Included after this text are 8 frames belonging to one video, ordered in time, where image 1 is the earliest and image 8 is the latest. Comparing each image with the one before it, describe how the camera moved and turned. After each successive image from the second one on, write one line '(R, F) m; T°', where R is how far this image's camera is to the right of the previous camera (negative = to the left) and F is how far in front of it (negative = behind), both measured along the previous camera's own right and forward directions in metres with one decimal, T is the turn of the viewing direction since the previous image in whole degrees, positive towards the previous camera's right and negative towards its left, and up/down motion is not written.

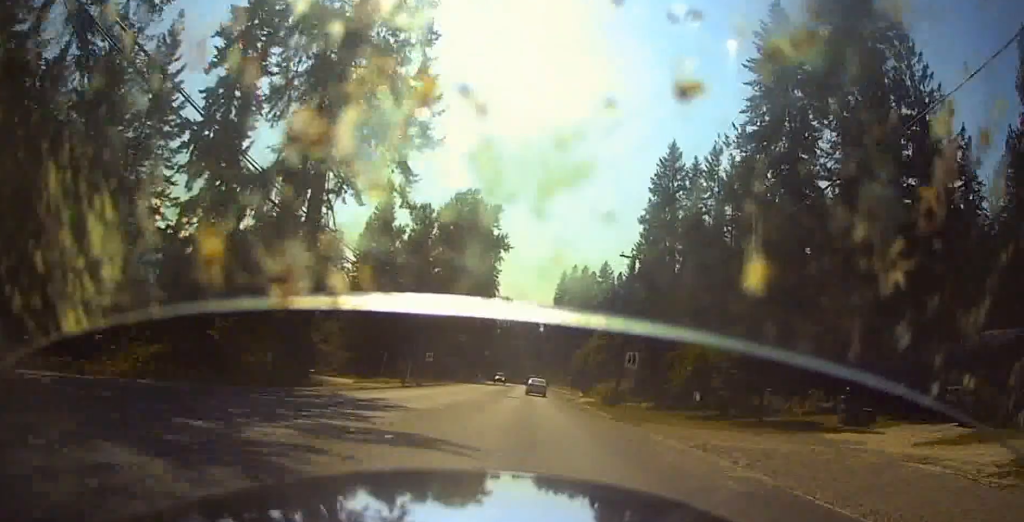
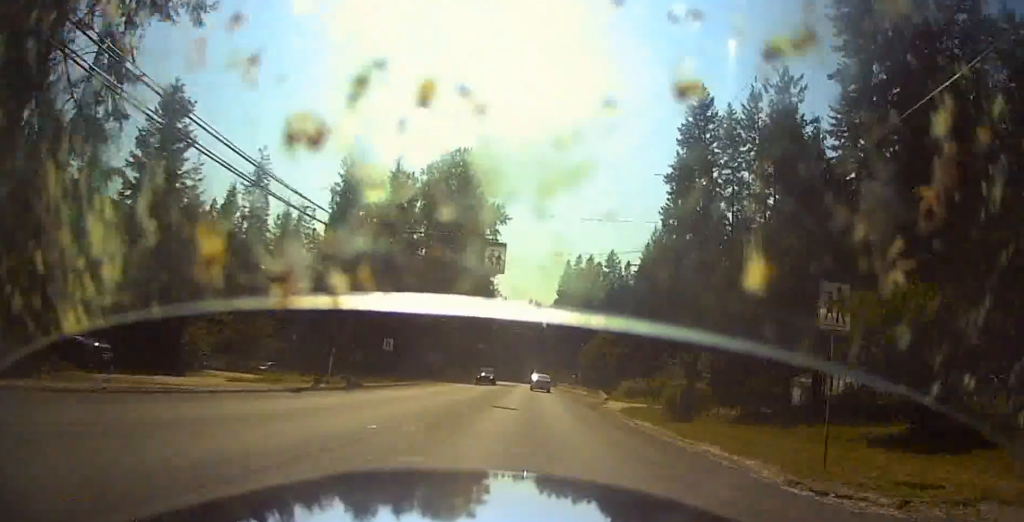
(0.0, +18.1) m; 0°
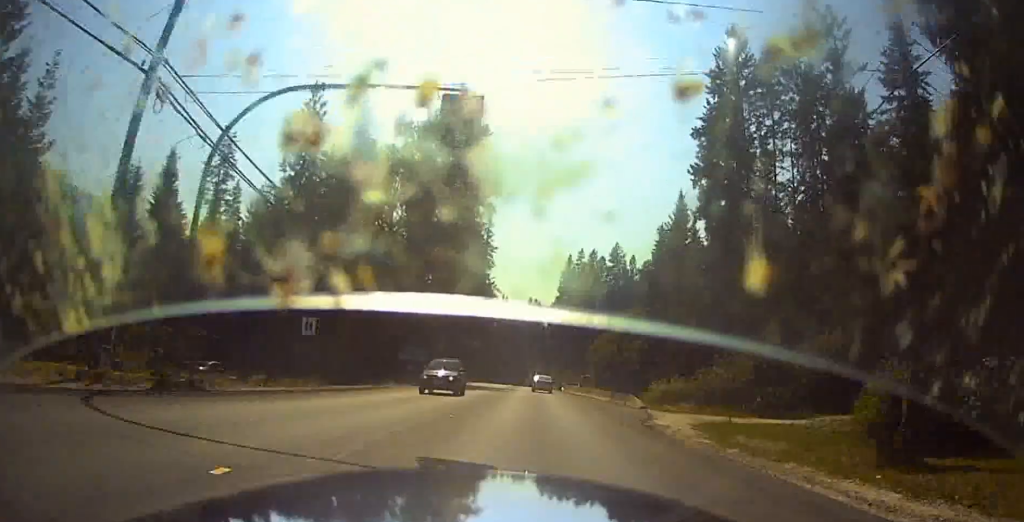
(+0.1, +13.7) m; 0°
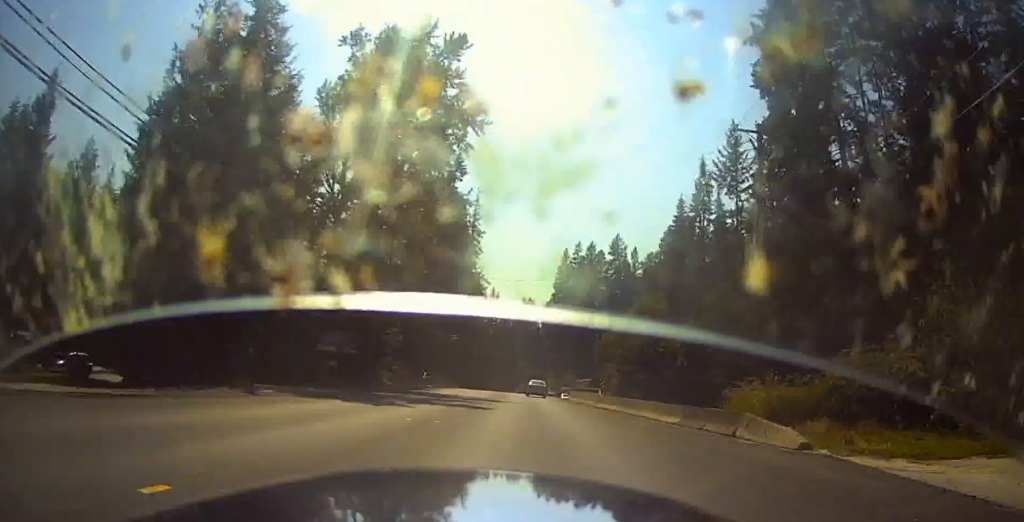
(-0.1, +17.1) m; 0°
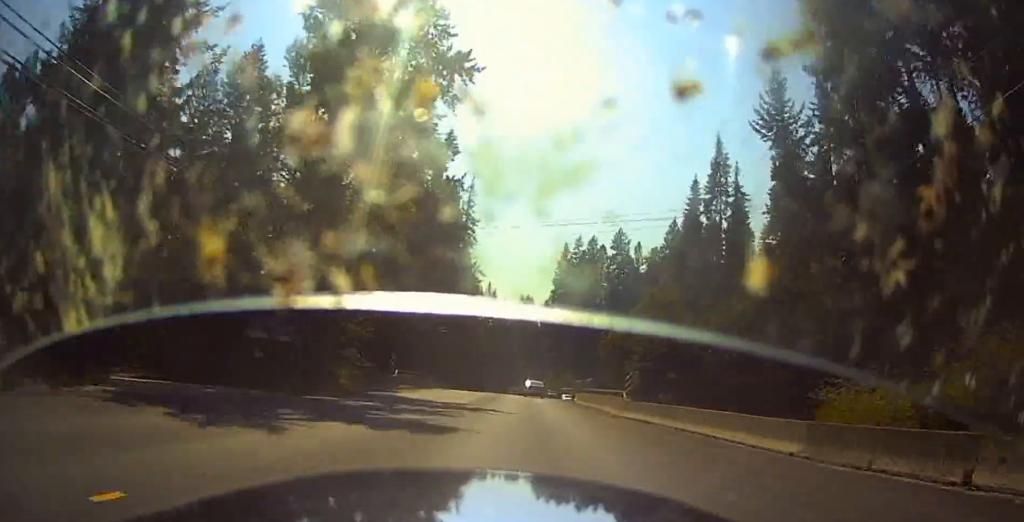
(+0.1, +8.3) m; +1°
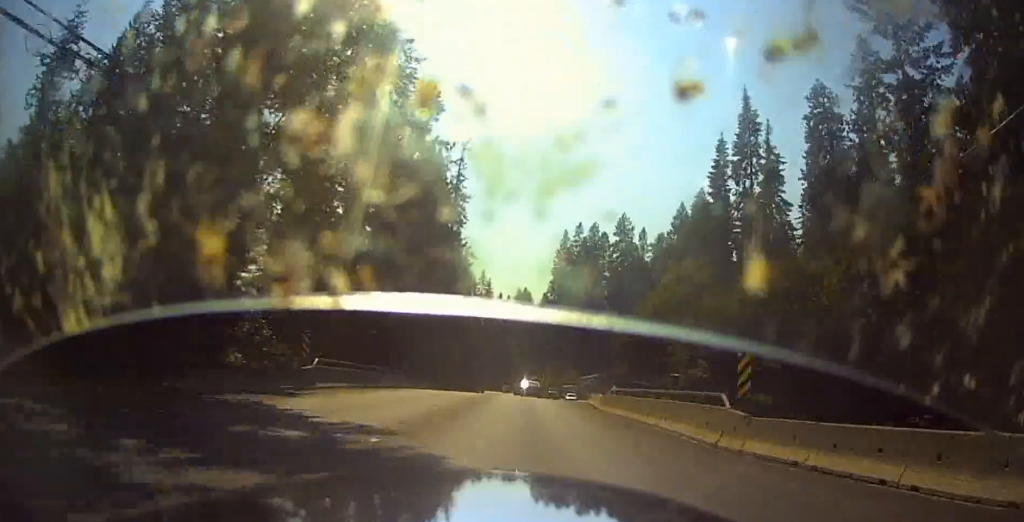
(+0.1, +12.6) m; 0°
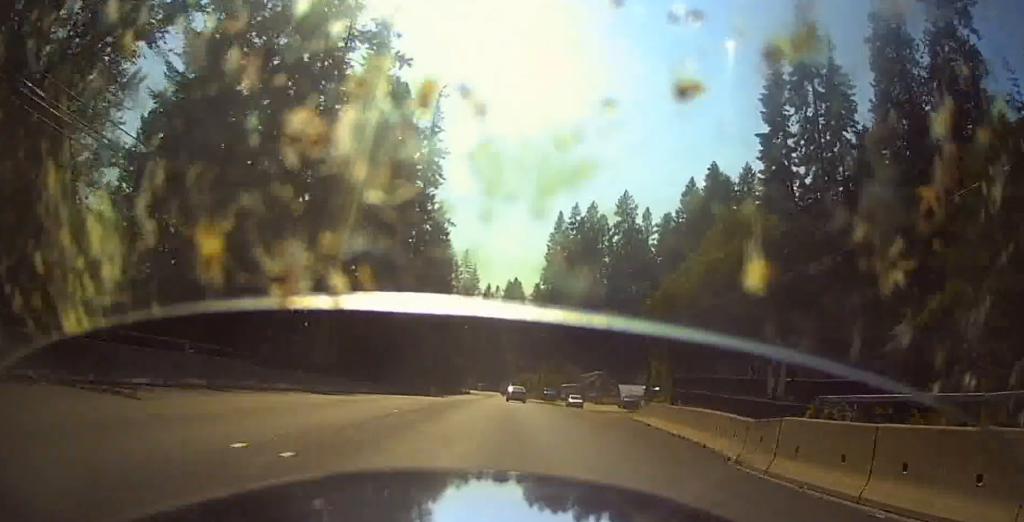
(-0.2, +20.3) m; -3°
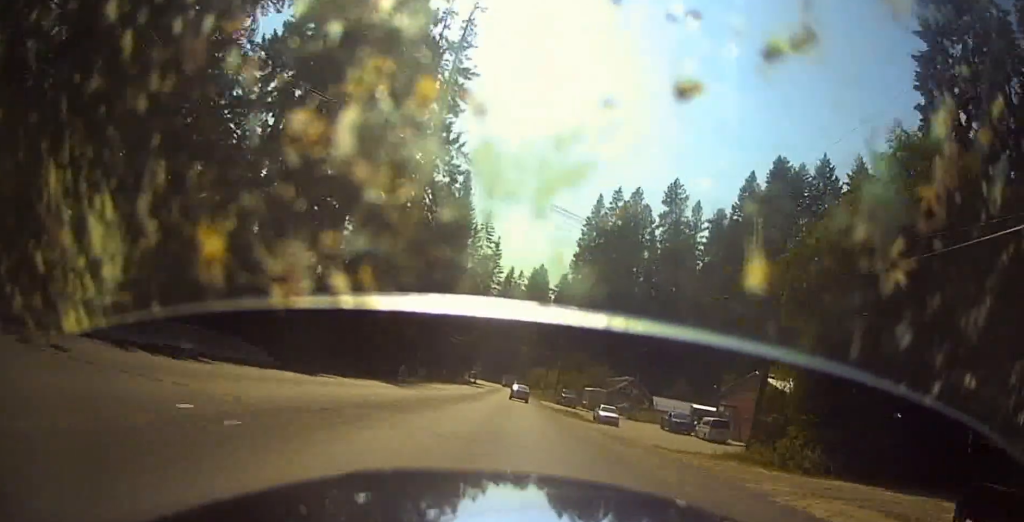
(-1.0, +21.3) m; -4°
